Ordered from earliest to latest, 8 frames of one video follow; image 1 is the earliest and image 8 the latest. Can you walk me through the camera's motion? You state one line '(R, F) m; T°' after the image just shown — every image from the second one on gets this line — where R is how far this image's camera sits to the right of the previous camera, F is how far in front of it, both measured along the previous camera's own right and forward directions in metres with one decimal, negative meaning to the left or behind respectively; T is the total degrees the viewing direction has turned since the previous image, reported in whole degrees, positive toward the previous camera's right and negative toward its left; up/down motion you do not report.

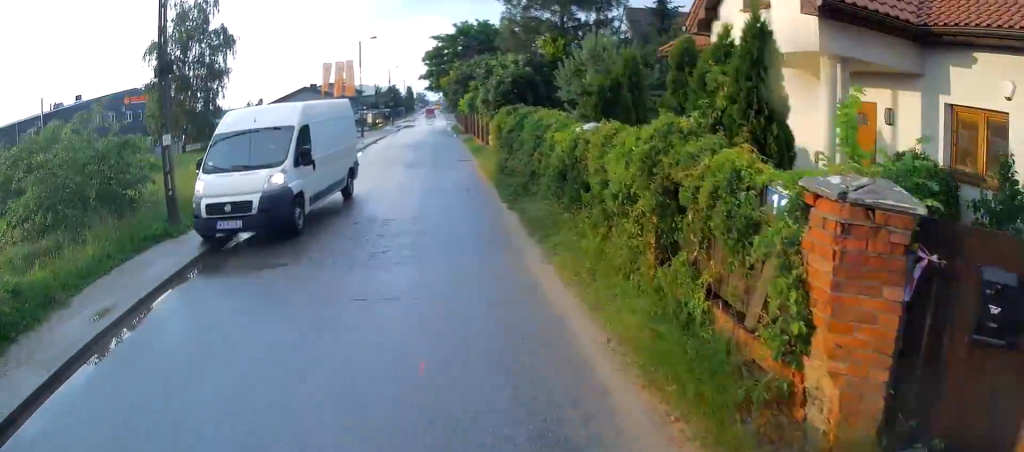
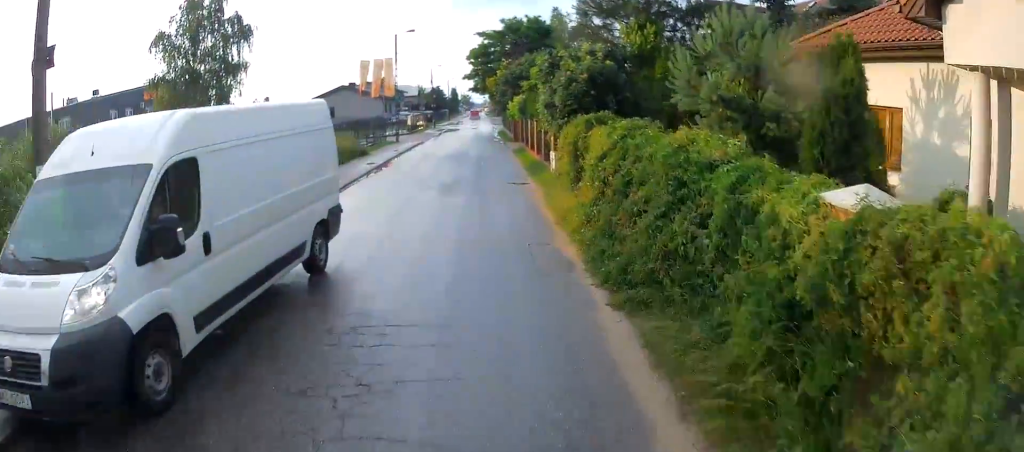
(-0.5, +5.2) m; -6°
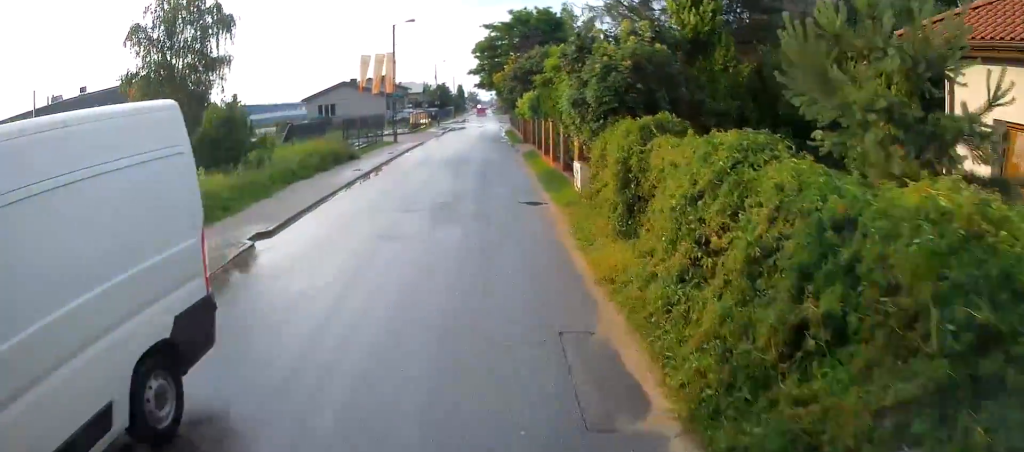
(0.0, +3.5) m; 0°
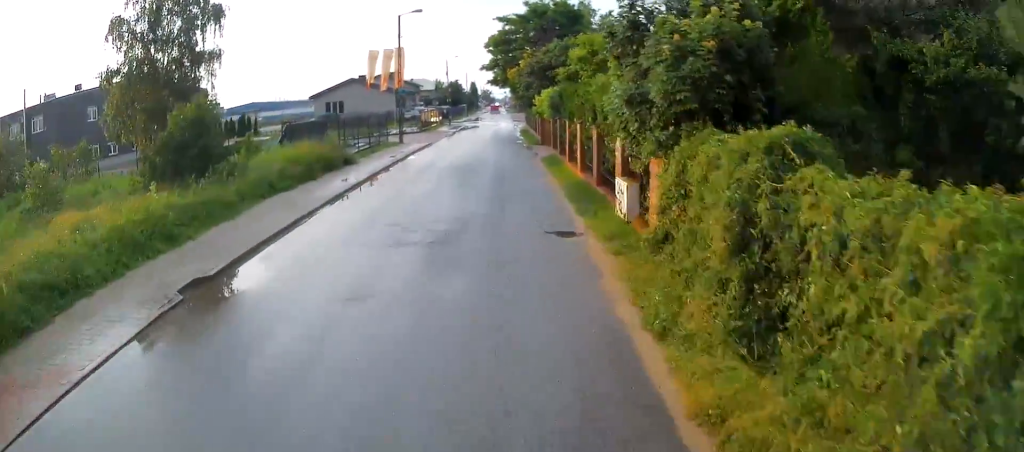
(0.0, +3.1) m; 0°
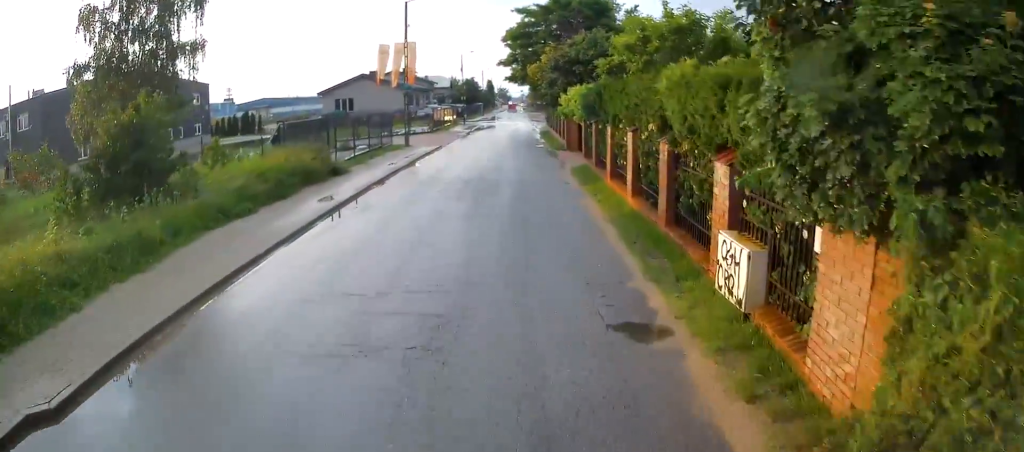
(0.0, +4.3) m; 0°
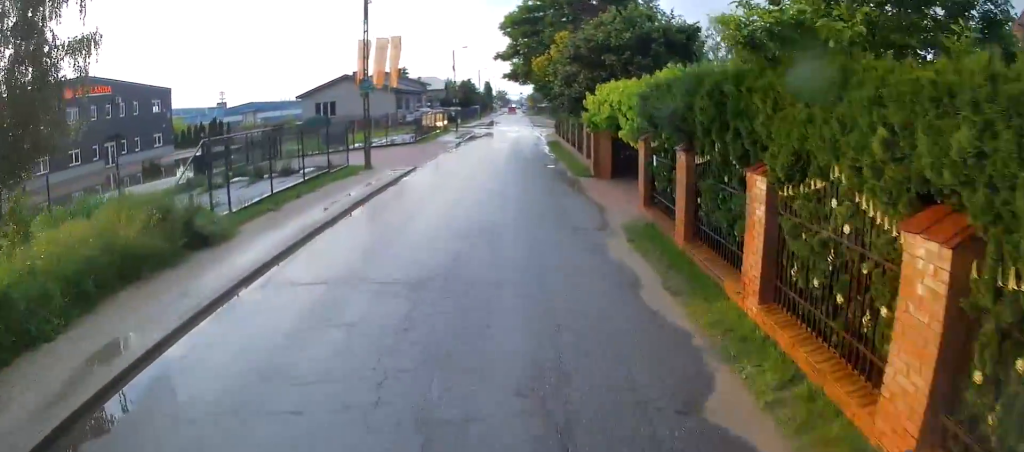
(+0.1, +9.1) m; +3°
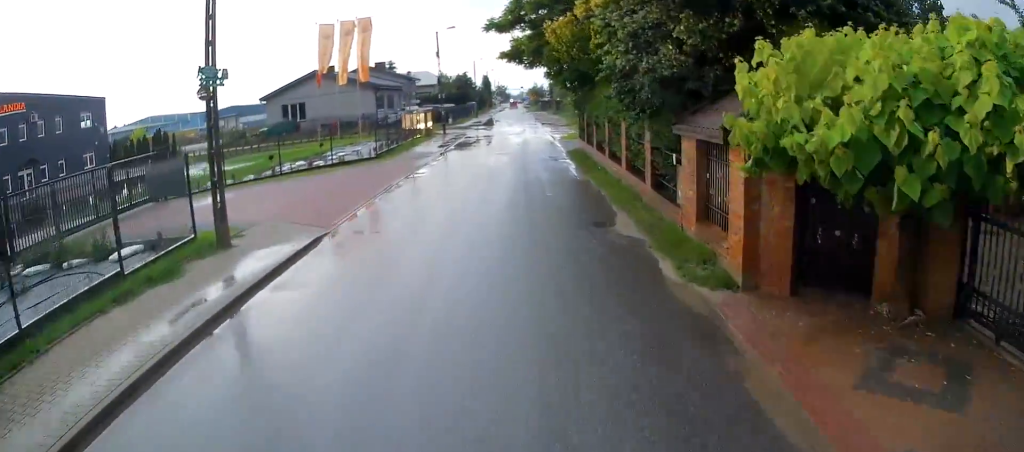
(+0.2, +11.9) m; -1°
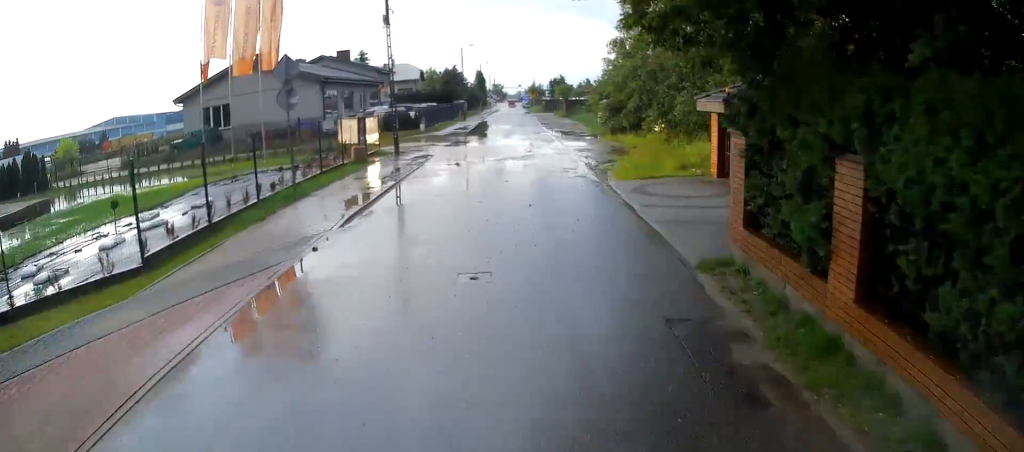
(+0.1, +17.5) m; +2°
